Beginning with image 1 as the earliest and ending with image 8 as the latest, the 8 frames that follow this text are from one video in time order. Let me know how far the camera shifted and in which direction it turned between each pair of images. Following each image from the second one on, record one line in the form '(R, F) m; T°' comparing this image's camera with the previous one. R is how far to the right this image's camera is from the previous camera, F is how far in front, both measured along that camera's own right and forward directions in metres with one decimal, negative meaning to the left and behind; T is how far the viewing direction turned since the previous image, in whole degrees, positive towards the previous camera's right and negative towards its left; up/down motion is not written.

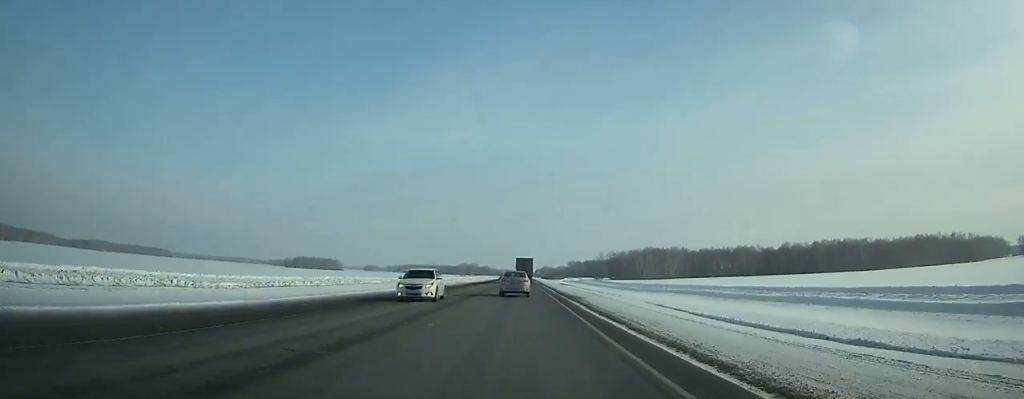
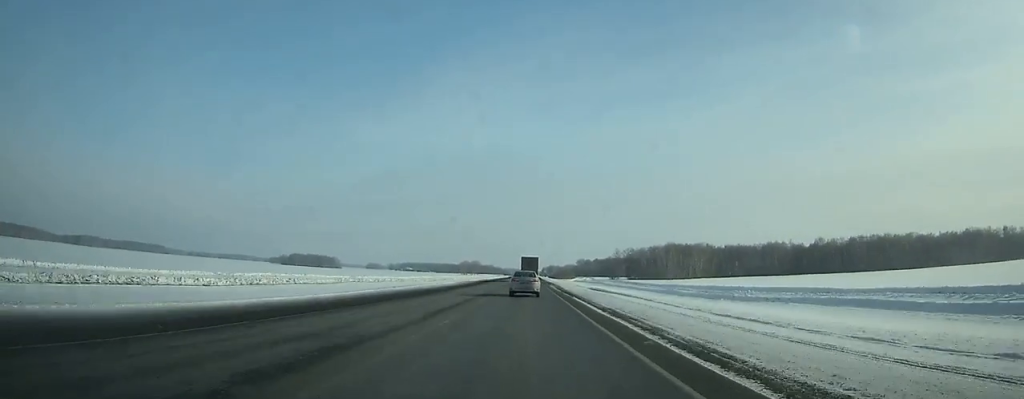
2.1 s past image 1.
(0.0, +46.6) m; 0°
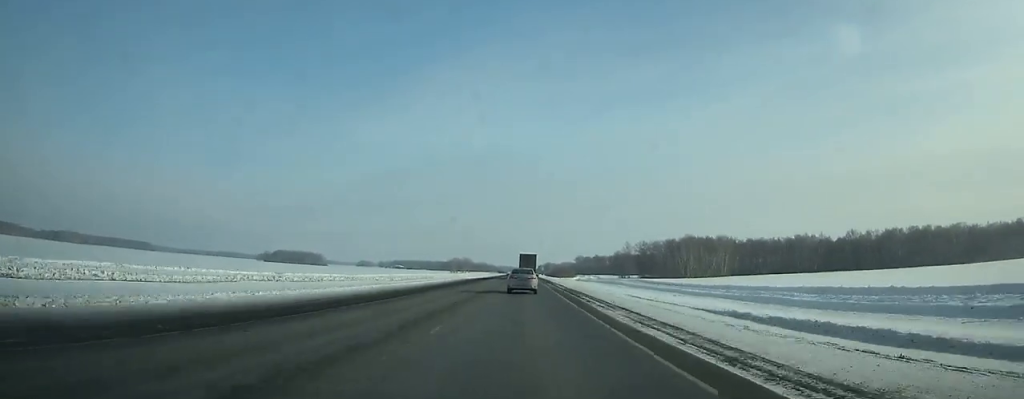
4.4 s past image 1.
(0.0, +50.6) m; 0°
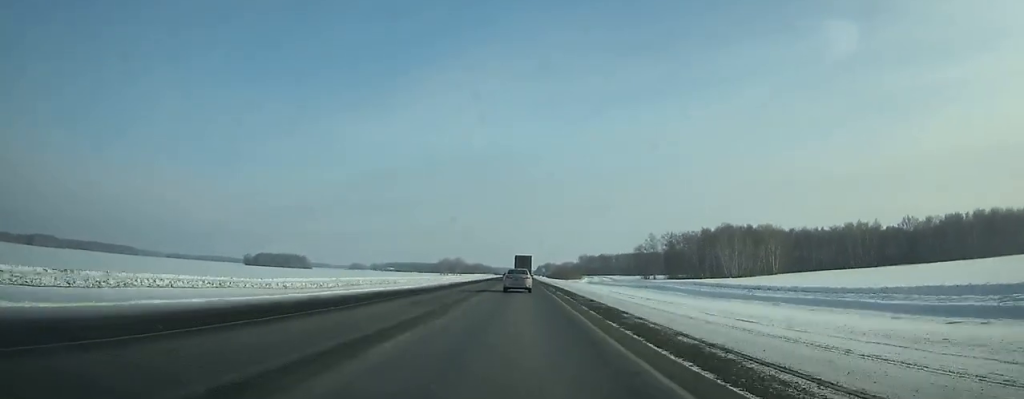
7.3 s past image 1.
(+0.3, +63.1) m; 0°
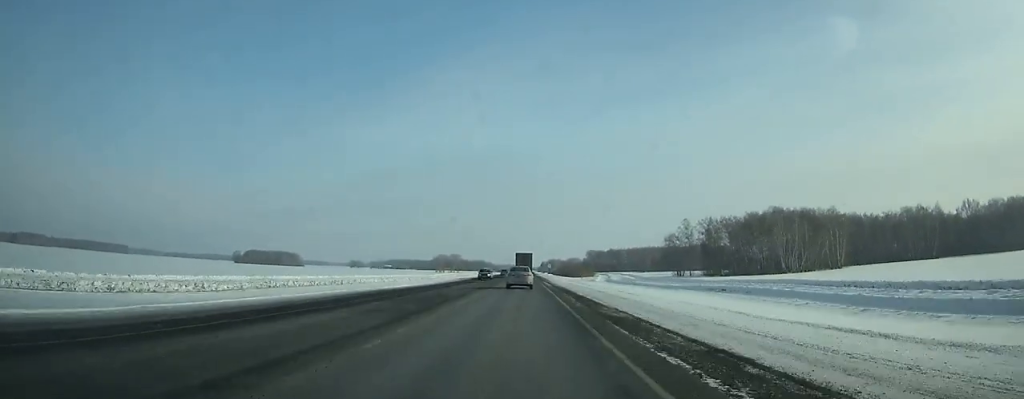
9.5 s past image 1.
(0.0, +47.7) m; 0°
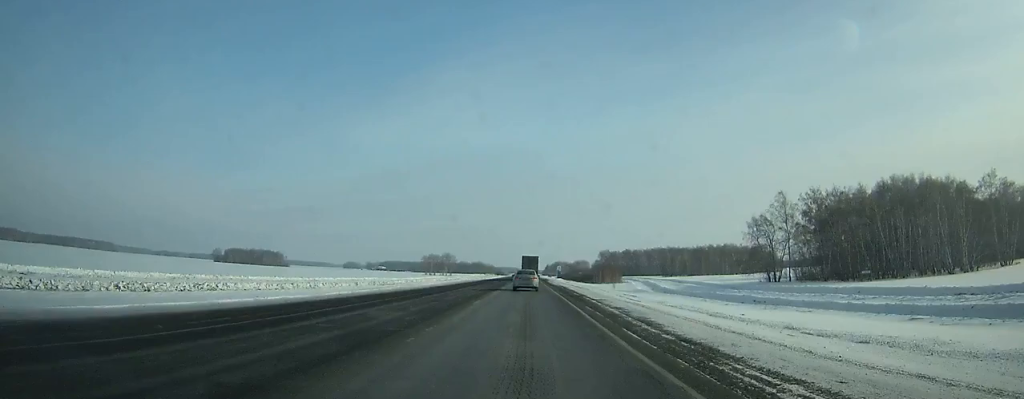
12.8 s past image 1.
(-0.1, +71.5) m; 0°
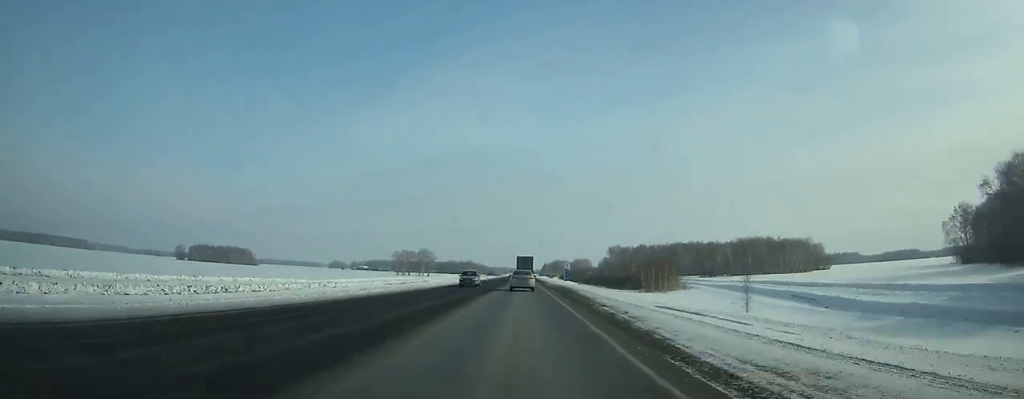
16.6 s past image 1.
(+0.3, +82.3) m; 0°
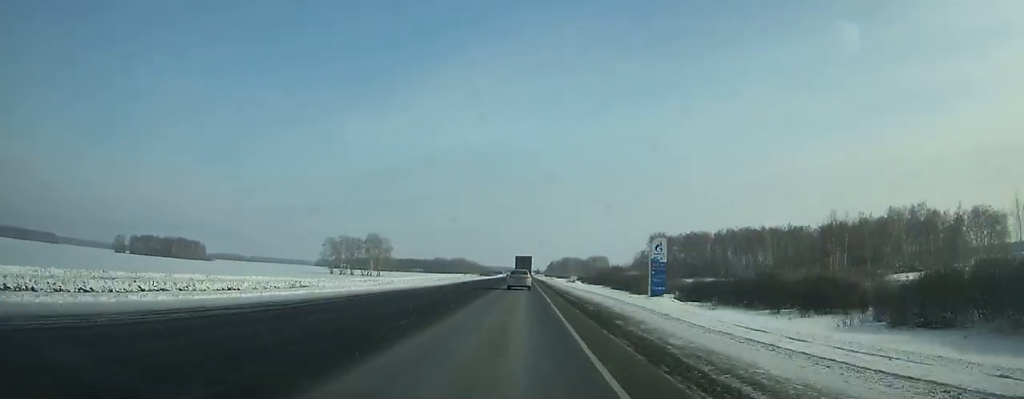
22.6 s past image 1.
(-0.5, +128.1) m; 0°
